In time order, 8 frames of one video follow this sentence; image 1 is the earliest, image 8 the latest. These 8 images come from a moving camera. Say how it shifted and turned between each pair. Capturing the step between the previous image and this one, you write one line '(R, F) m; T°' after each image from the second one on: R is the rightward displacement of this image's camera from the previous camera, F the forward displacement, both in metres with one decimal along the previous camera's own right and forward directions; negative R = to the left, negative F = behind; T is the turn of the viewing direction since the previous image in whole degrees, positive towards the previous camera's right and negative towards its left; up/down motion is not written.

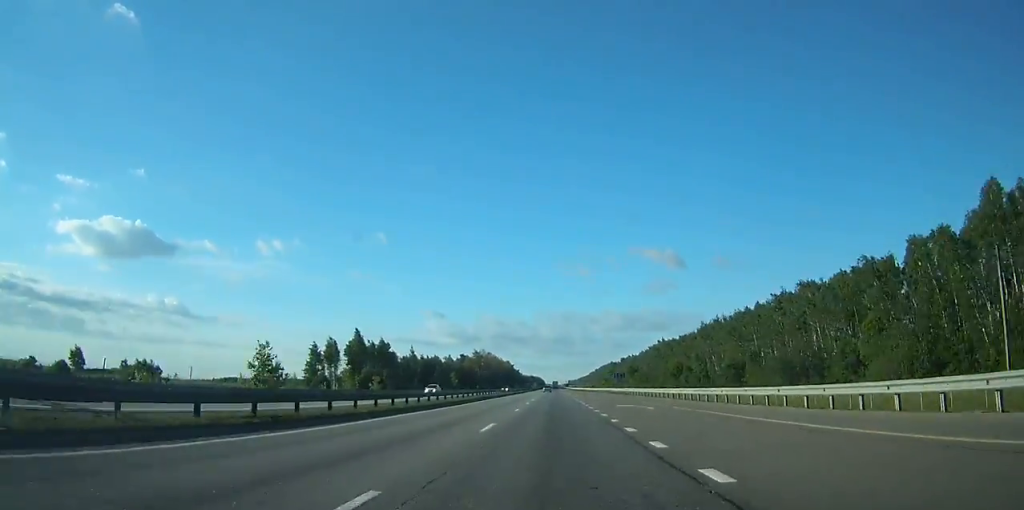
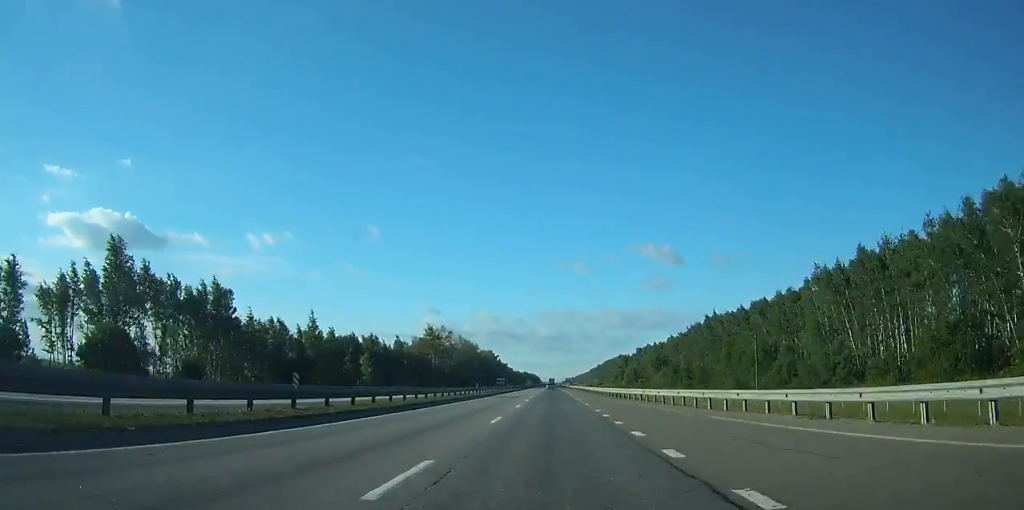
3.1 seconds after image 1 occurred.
(0.0, +92.4) m; 0°
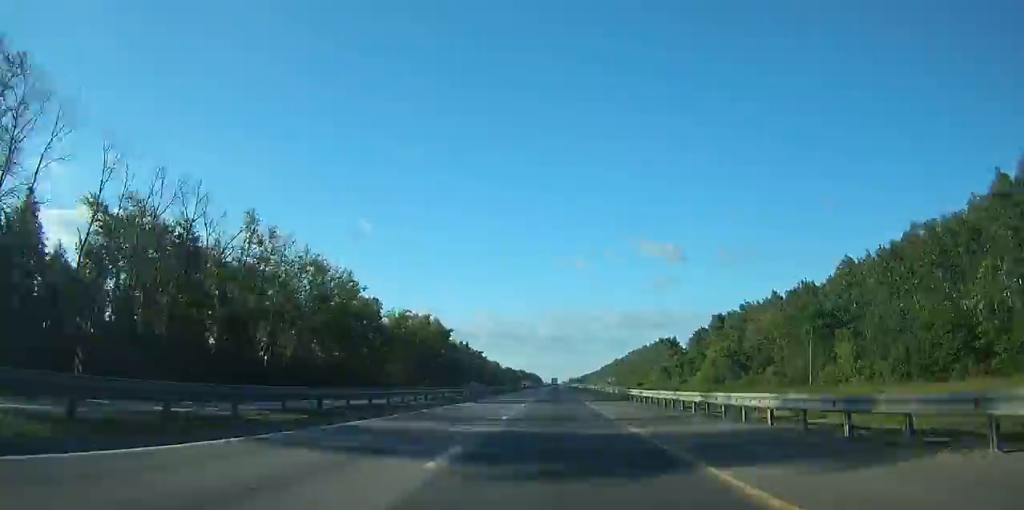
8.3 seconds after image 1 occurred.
(-0.2, +147.1) m; 0°
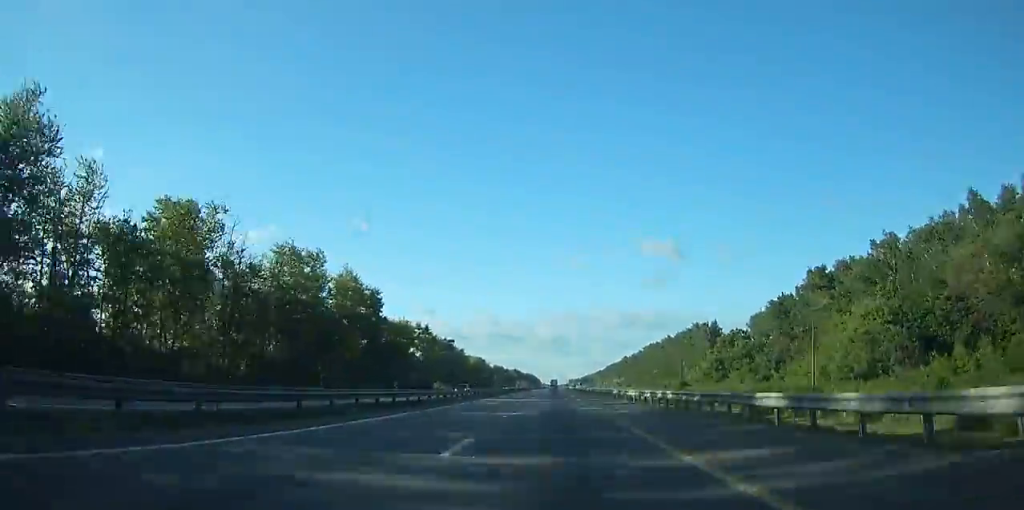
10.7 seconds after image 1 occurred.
(0.0, +66.5) m; 0°
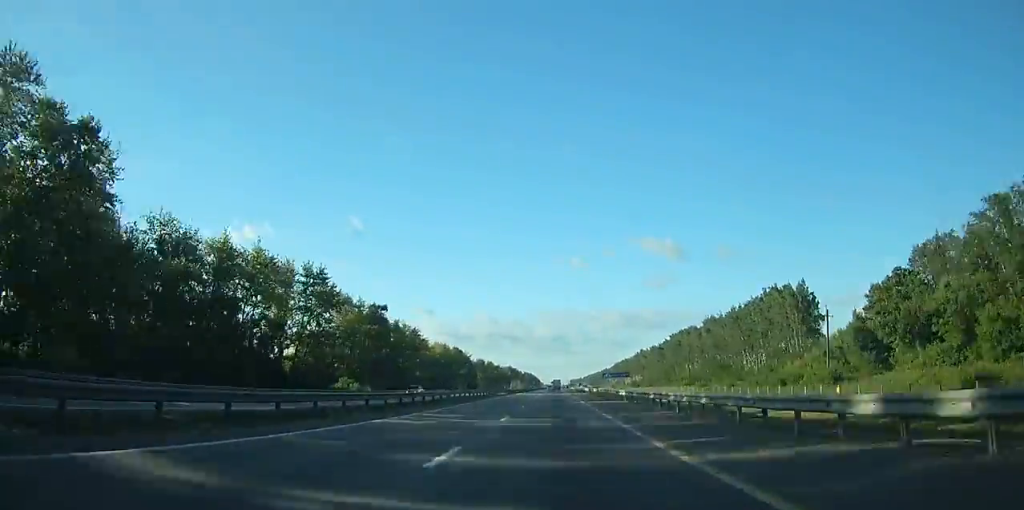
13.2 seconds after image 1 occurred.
(0.0, +70.7) m; 0°
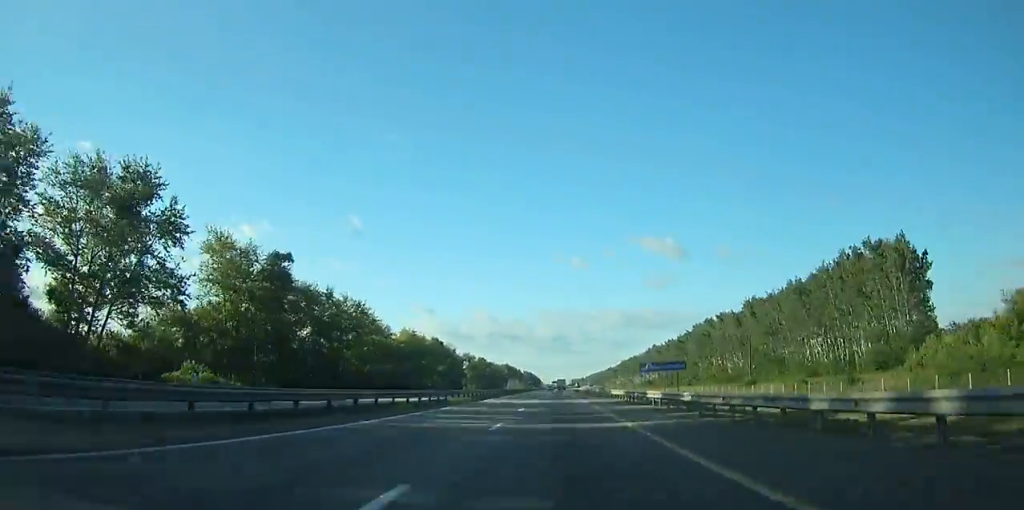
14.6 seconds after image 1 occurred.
(0.0, +38.6) m; 0°
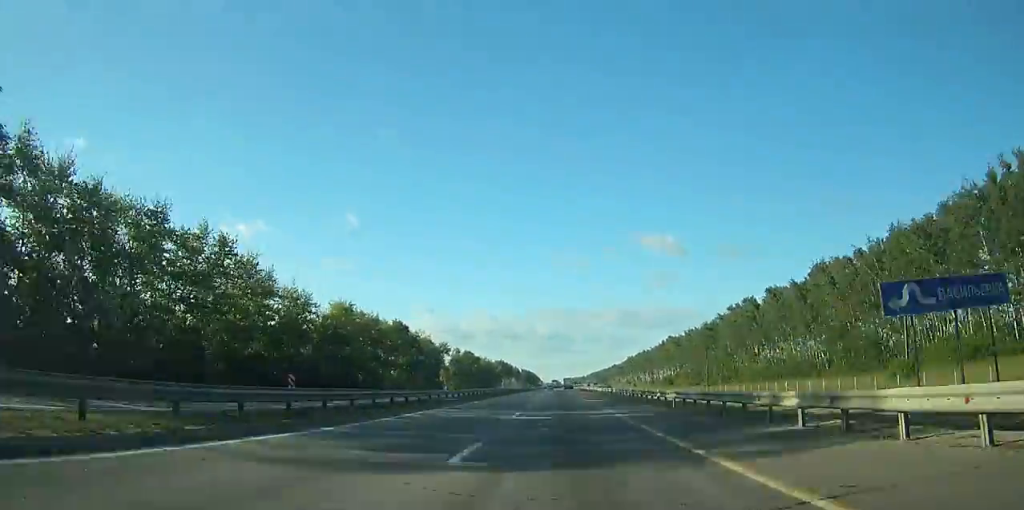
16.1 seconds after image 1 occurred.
(0.0, +41.0) m; 0°
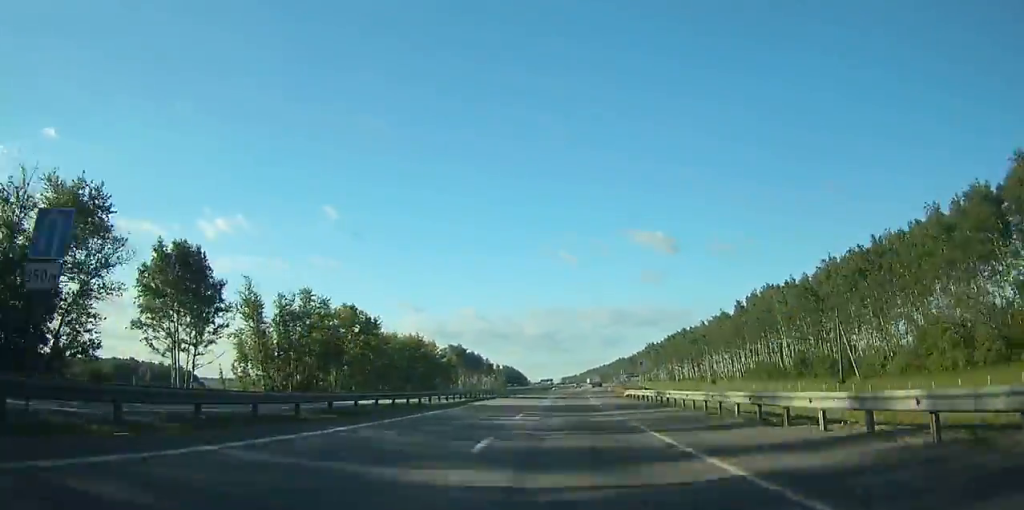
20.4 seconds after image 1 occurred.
(+0.7, +125.1) m; +2°
